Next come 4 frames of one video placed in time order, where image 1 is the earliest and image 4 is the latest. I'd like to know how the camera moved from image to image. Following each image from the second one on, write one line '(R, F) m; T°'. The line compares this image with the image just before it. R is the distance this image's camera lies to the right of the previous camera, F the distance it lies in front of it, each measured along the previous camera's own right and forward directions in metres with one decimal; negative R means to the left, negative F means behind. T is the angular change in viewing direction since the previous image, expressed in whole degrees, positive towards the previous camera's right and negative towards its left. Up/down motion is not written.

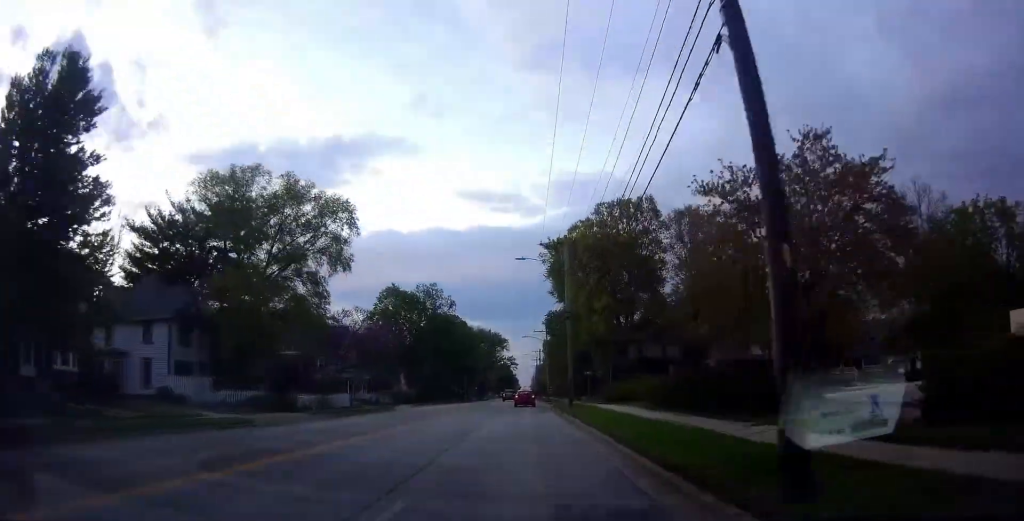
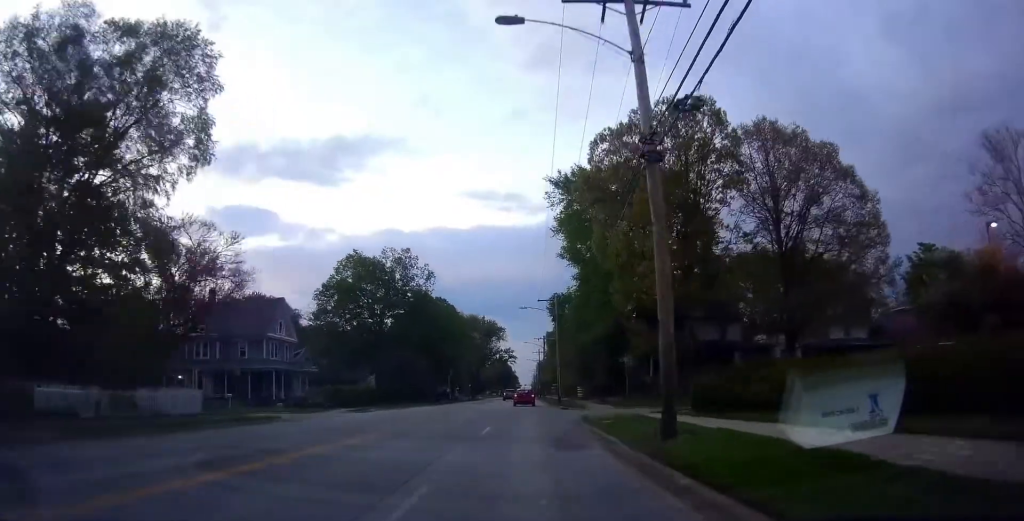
(0.0, +24.2) m; -3°
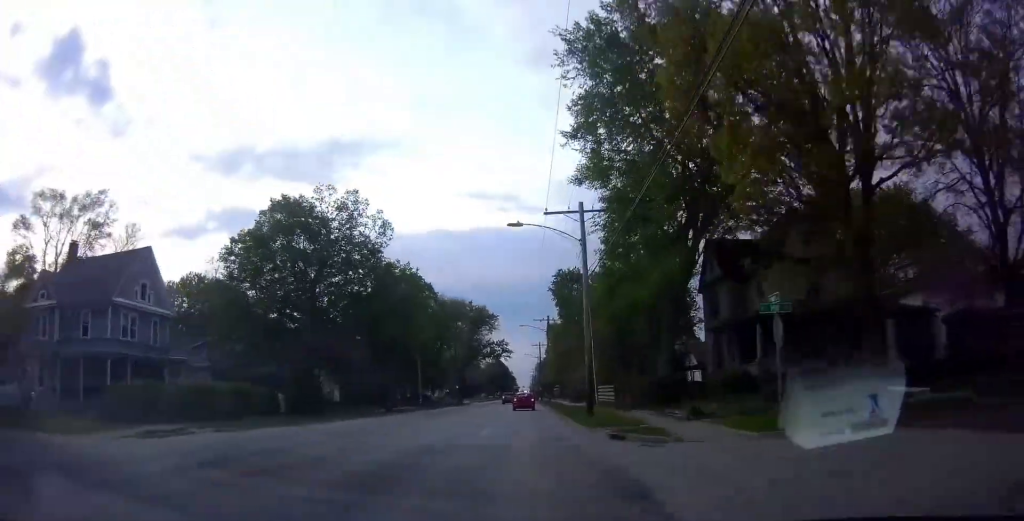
(-0.6, +23.7) m; +1°
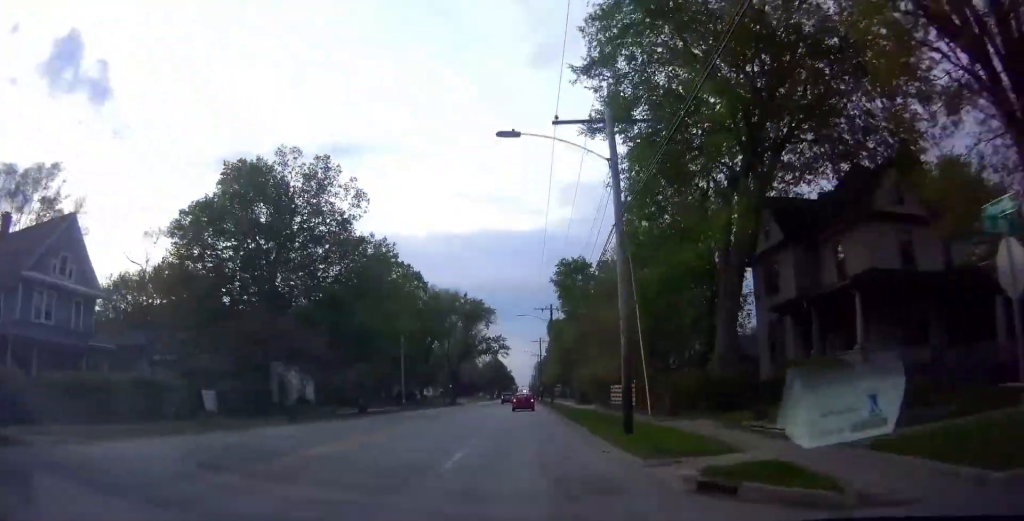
(+0.3, +8.6) m; +2°
